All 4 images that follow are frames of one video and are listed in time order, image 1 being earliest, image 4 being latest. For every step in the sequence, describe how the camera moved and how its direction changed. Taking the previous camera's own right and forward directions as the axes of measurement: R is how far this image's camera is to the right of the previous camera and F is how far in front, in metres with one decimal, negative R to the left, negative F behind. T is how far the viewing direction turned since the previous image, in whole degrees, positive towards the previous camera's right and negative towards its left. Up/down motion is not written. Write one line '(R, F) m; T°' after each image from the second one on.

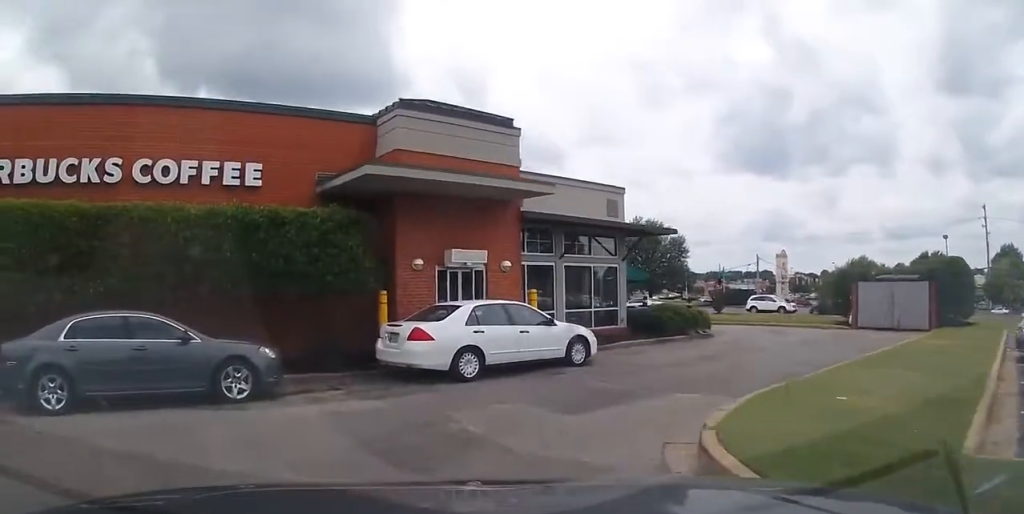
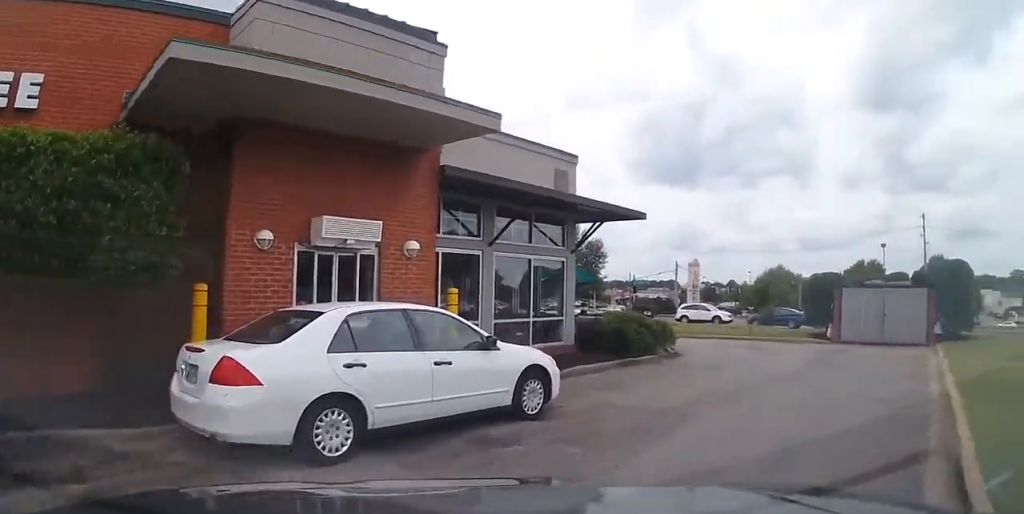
(+0.3, +4.6) m; +14°
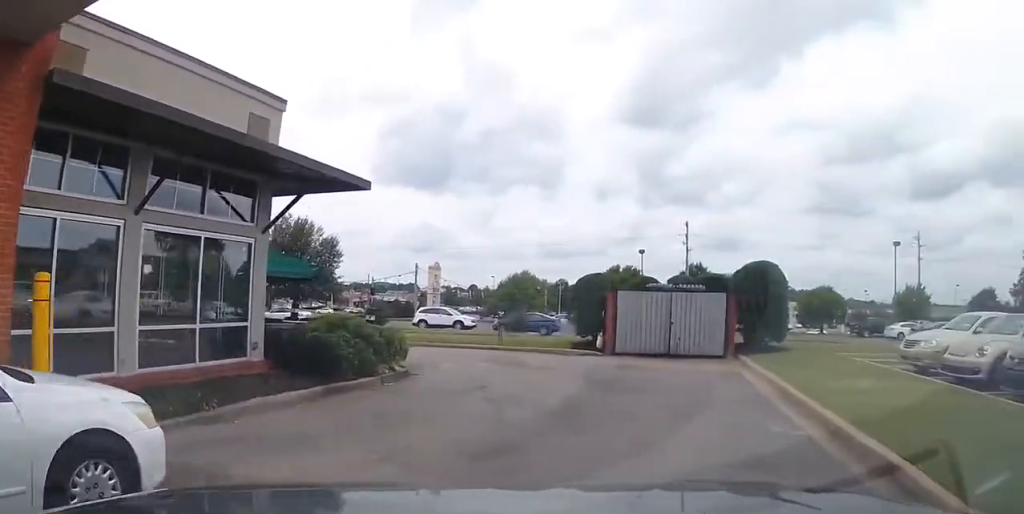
(+0.5, +3.7) m; +20°
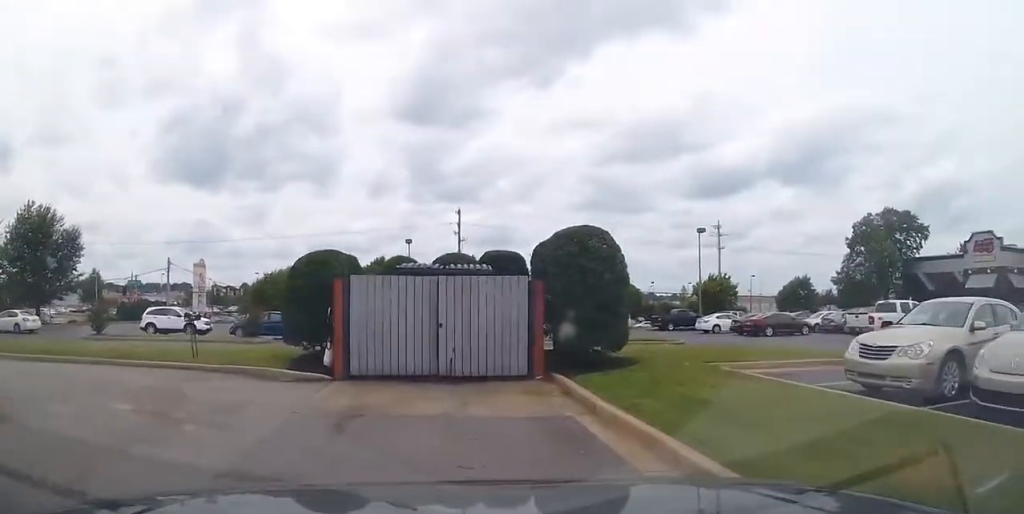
(+2.3, +6.2) m; +19°
